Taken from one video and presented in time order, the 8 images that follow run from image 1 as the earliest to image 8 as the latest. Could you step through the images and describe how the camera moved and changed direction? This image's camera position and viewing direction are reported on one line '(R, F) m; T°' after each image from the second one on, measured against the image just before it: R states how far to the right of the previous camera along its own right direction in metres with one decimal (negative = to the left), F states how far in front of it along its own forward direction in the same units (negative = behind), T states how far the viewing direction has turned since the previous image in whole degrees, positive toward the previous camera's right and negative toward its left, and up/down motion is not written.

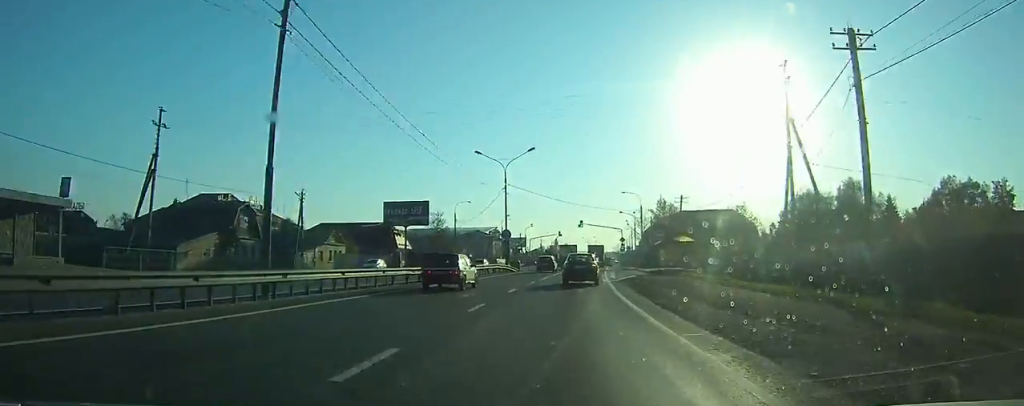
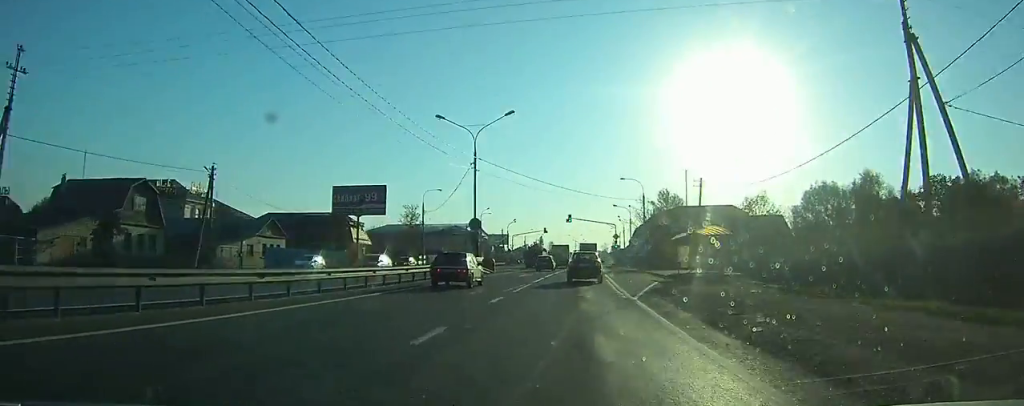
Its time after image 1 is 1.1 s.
(+0.2, +12.9) m; +1°
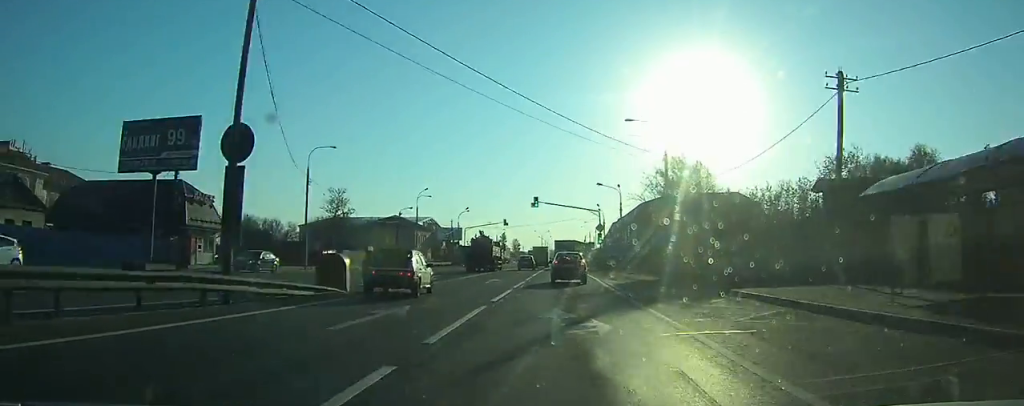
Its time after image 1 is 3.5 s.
(+0.7, +27.1) m; +3°
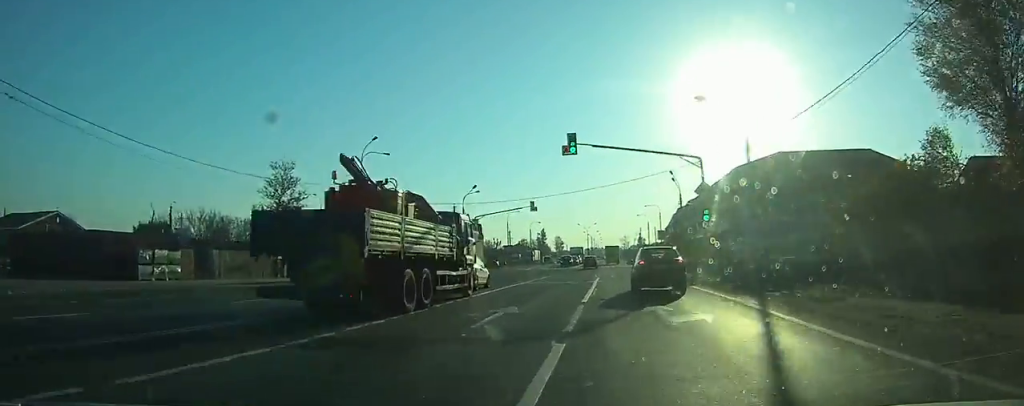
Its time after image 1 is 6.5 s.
(+0.5, +37.7) m; 0°
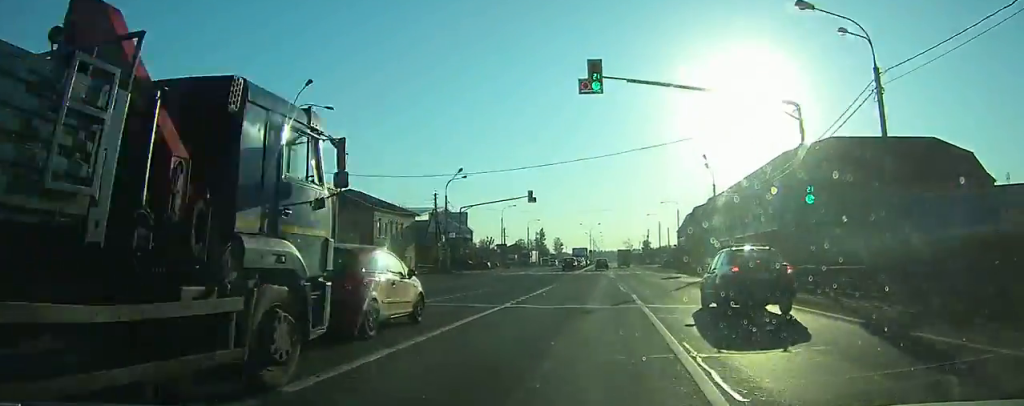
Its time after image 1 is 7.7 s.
(-0.4, +14.9) m; 0°
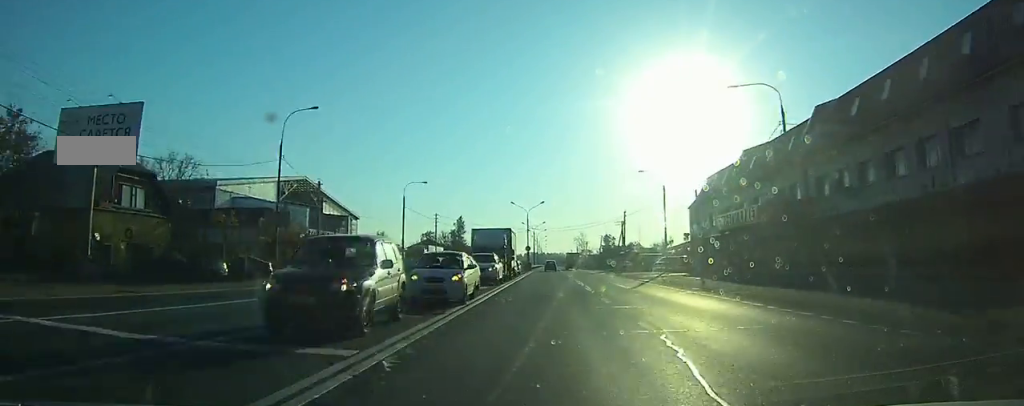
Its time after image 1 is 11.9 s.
(+2.3, +62.8) m; +3°
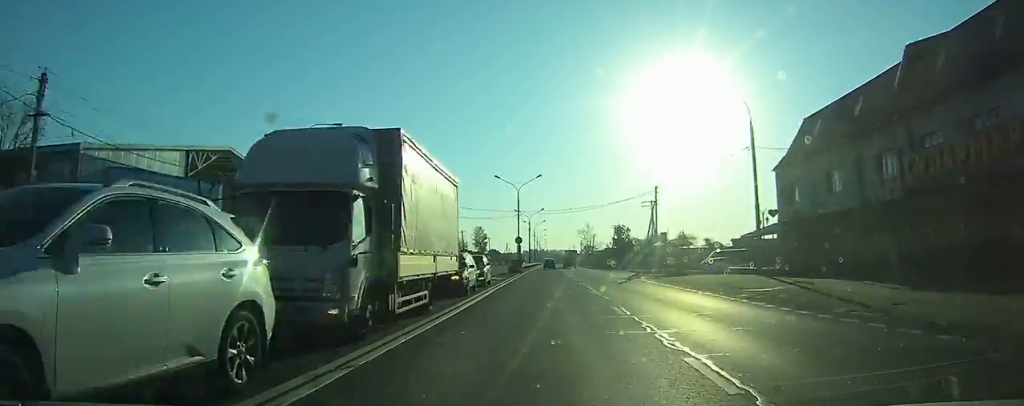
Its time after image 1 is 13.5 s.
(0.0, +27.5) m; 0°
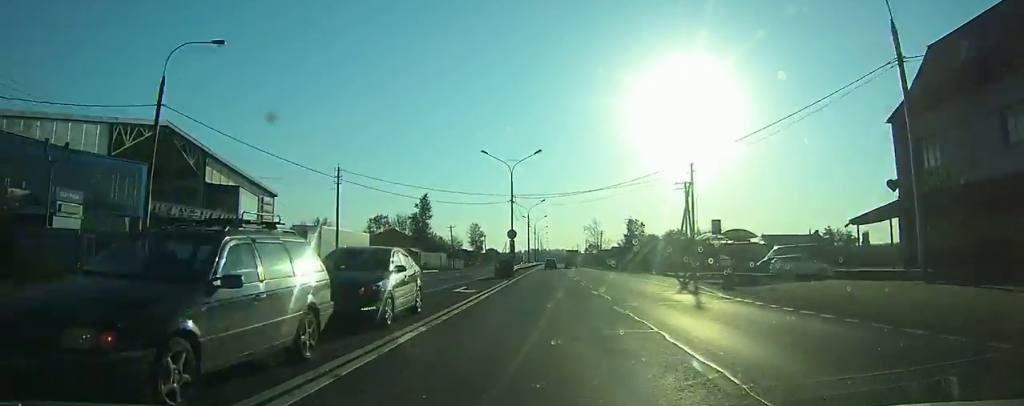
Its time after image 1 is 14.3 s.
(0.0, +15.4) m; 0°
